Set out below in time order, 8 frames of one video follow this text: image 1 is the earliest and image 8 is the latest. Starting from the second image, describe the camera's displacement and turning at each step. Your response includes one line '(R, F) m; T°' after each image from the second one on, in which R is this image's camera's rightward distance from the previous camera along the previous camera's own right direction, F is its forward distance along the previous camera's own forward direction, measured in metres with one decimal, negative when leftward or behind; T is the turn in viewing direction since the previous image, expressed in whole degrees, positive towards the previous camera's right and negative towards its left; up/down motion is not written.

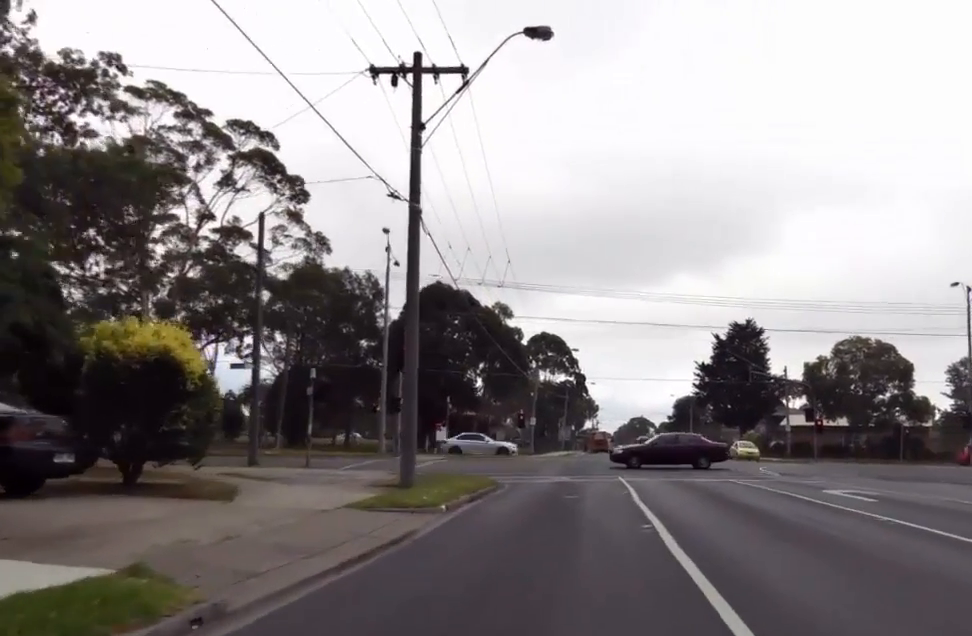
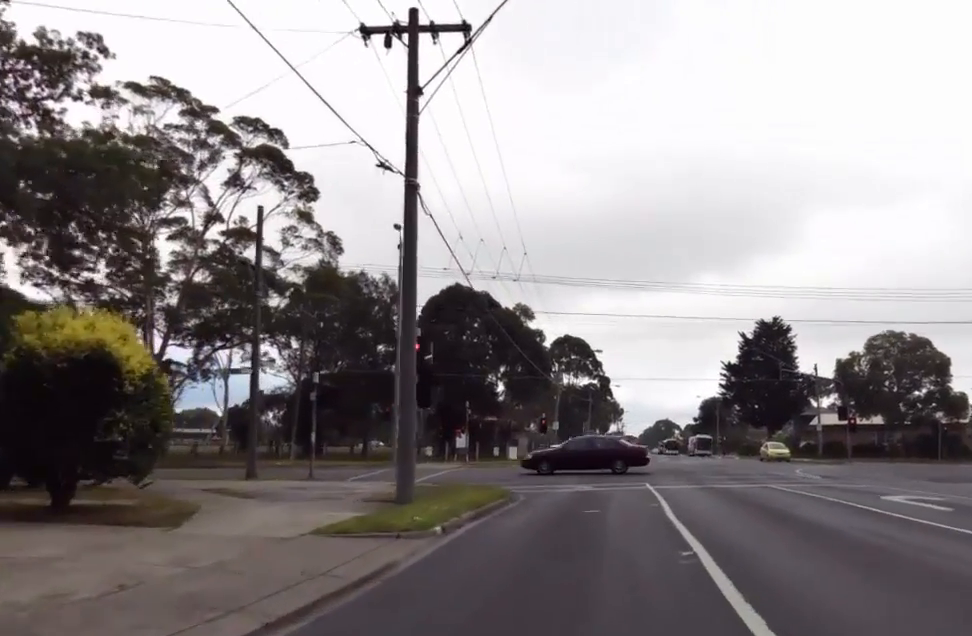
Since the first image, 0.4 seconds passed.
(0.0, +1.9) m; 0°
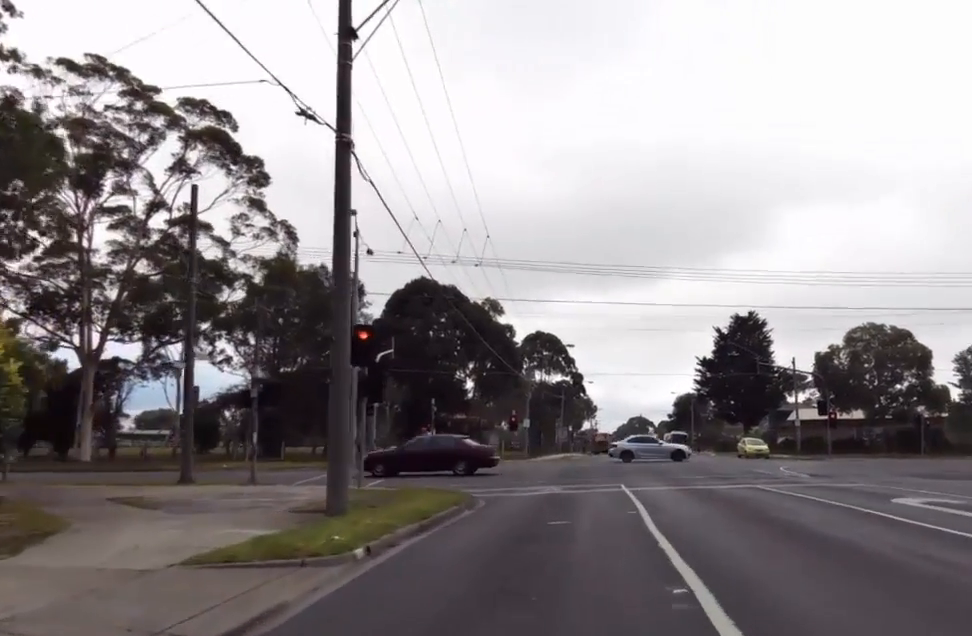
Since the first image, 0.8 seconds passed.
(0.0, +2.0) m; 0°
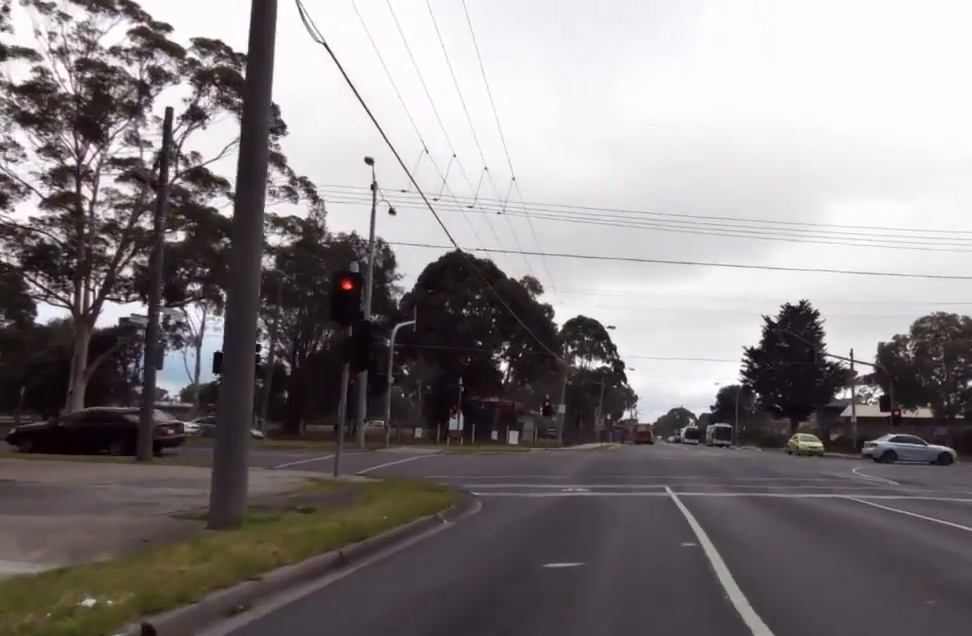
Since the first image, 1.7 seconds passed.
(0.0, +3.8) m; +1°
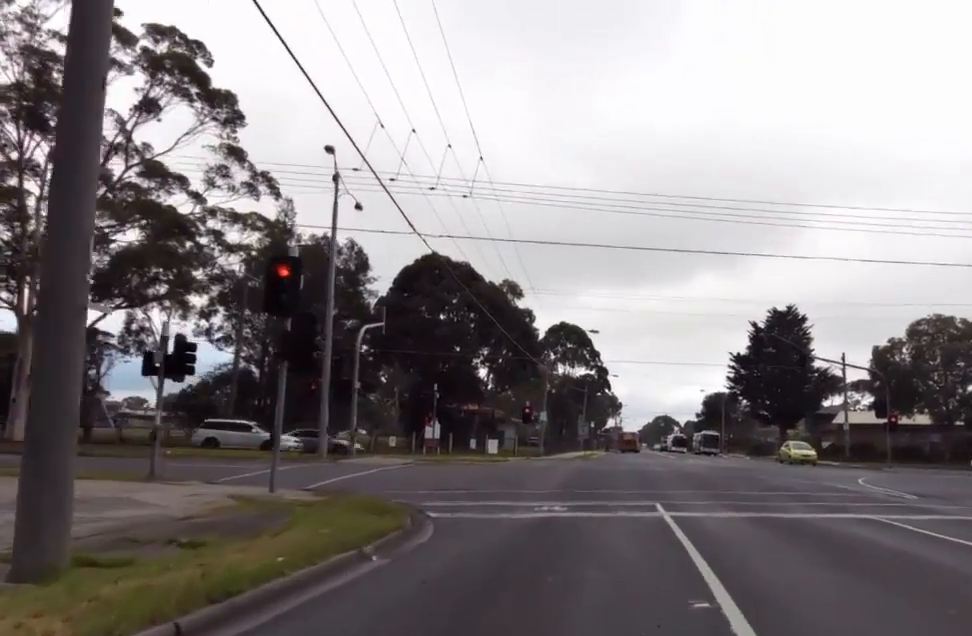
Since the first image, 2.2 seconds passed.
(0.0, +1.8) m; 0°
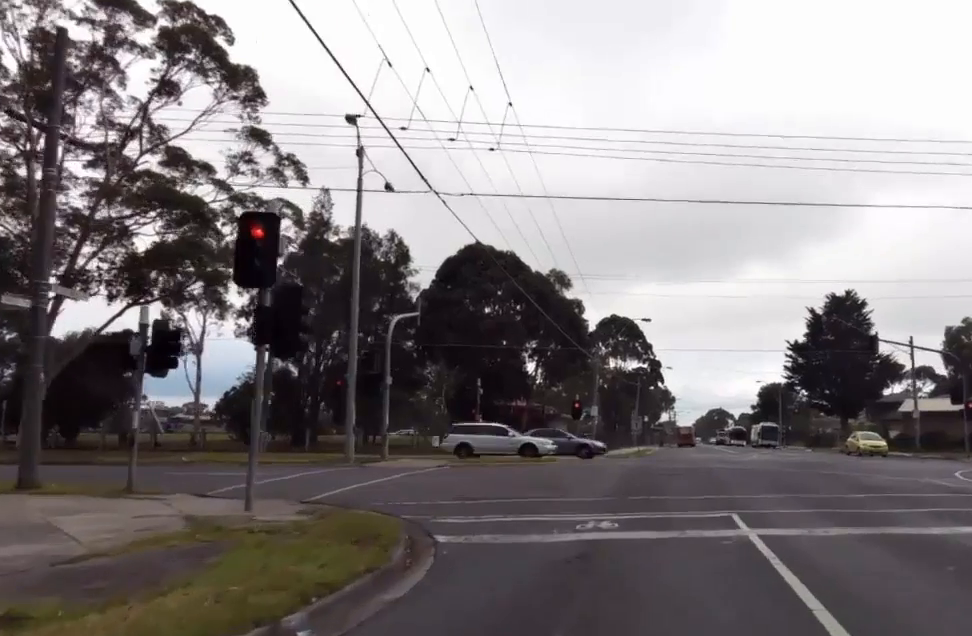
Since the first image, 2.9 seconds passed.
(0.0, +2.4) m; -1°
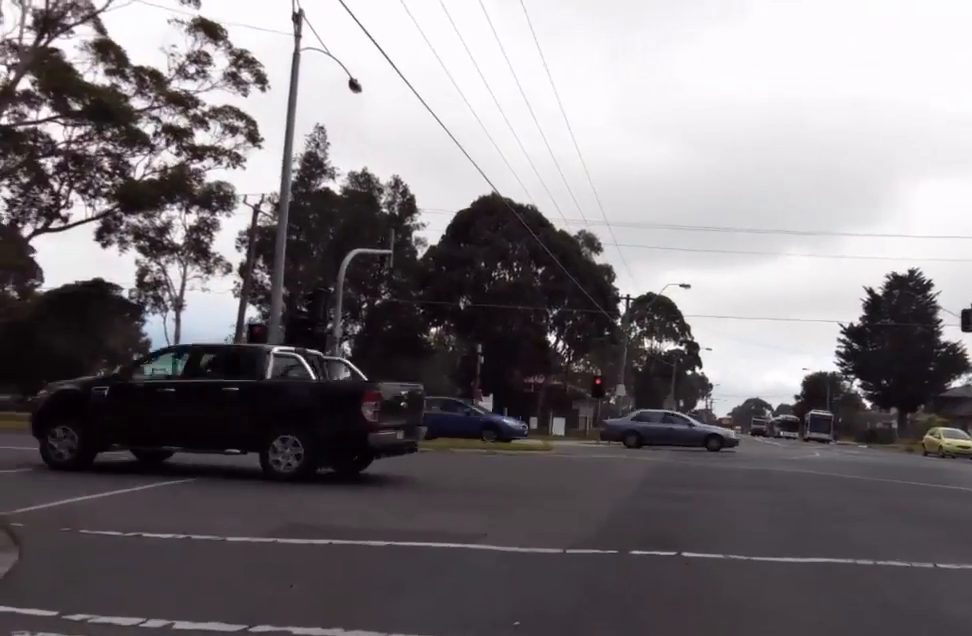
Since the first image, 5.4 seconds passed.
(-0.5, +7.4) m; -6°
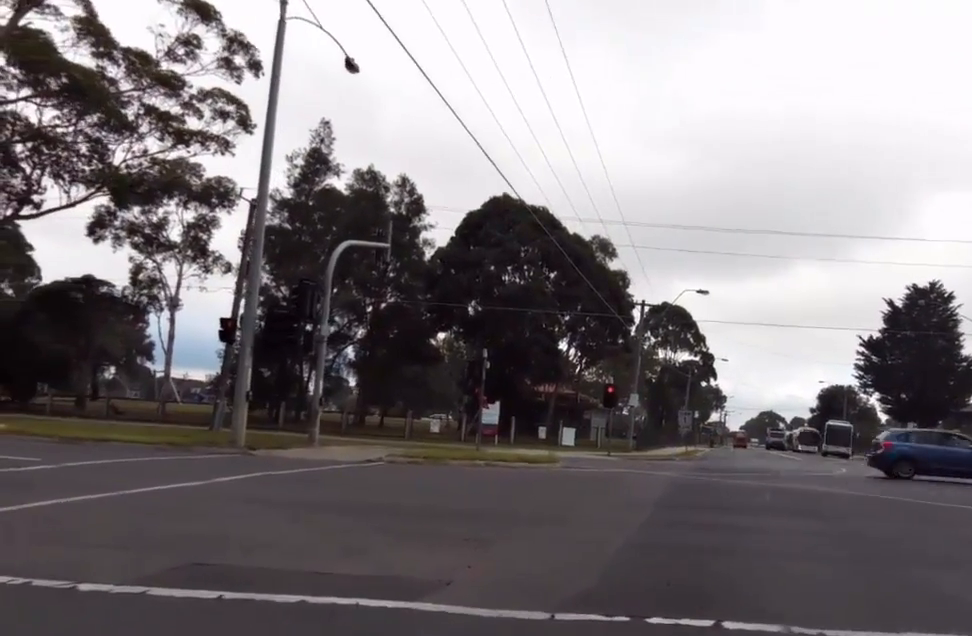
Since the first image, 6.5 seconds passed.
(0.0, +2.3) m; 0°
